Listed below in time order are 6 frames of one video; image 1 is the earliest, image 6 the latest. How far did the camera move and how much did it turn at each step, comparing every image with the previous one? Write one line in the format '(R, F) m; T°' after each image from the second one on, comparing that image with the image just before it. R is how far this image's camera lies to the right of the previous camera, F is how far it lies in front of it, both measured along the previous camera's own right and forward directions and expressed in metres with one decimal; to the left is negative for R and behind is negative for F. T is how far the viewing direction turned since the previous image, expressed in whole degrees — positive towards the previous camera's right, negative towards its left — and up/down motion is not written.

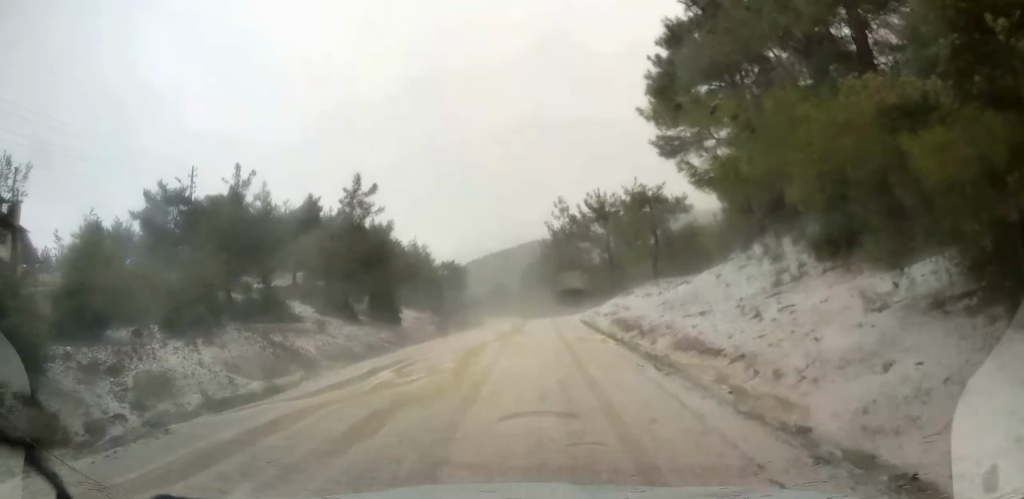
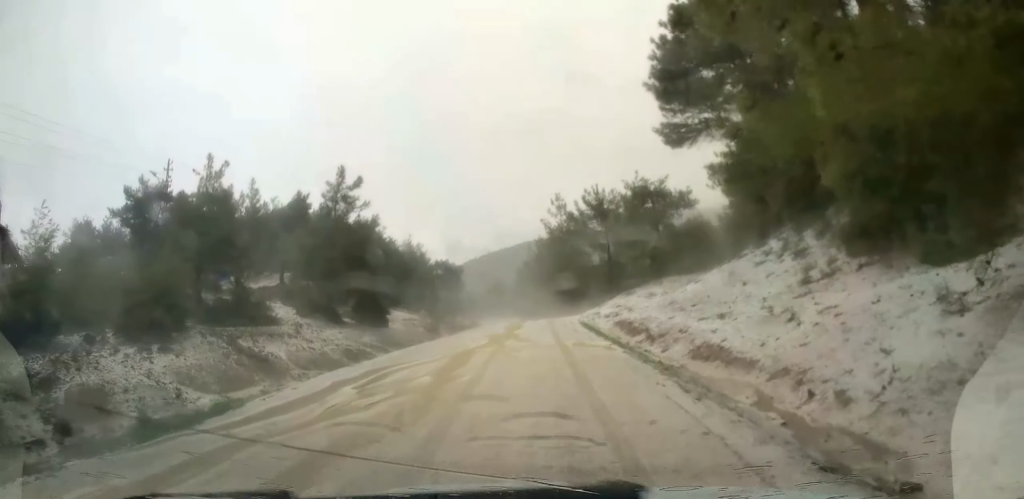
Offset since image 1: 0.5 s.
(-0.1, +2.5) m; 0°
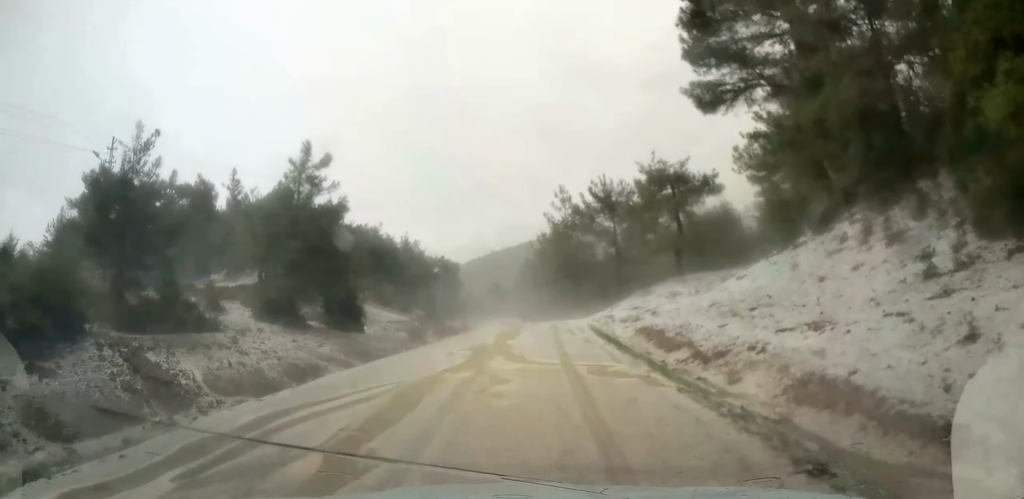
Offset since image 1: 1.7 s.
(+0.2, +5.9) m; 0°
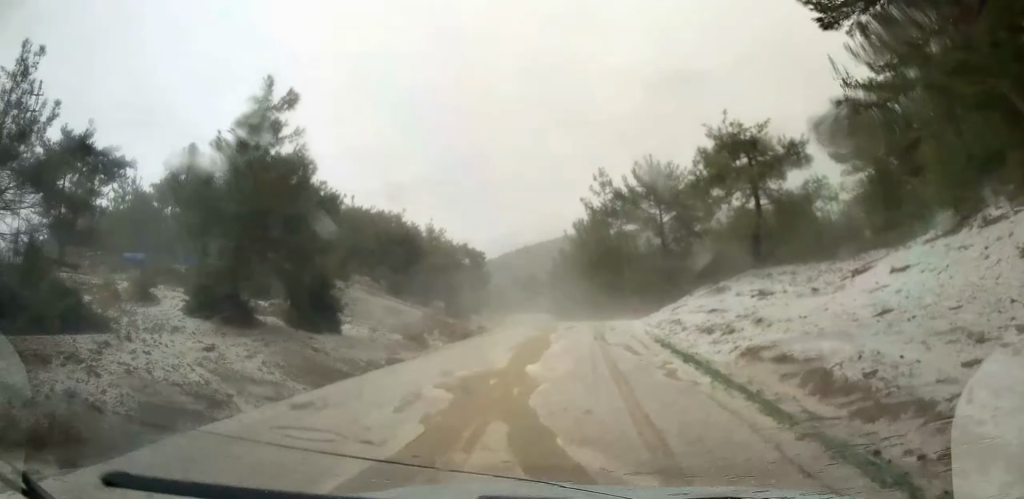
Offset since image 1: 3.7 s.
(-0.3, +8.2) m; -3°
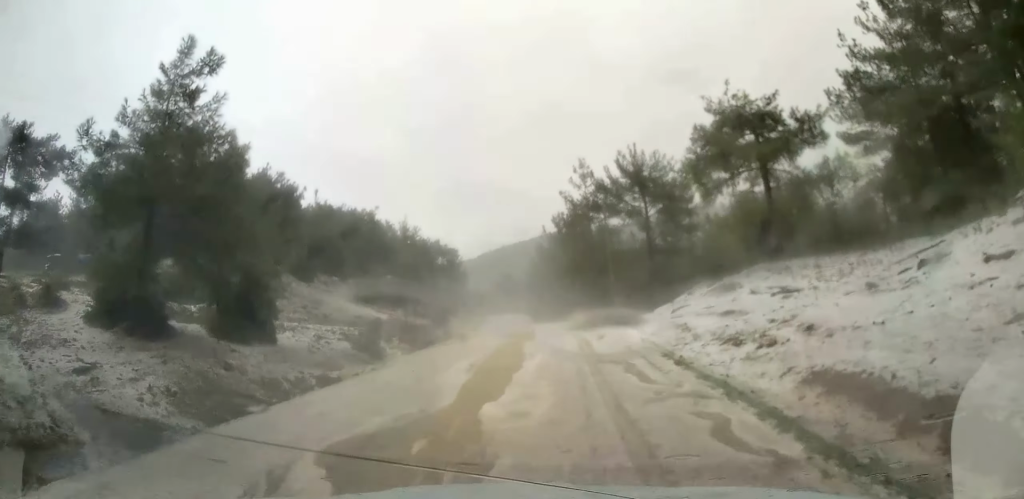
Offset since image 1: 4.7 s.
(0.0, +4.2) m; -1°
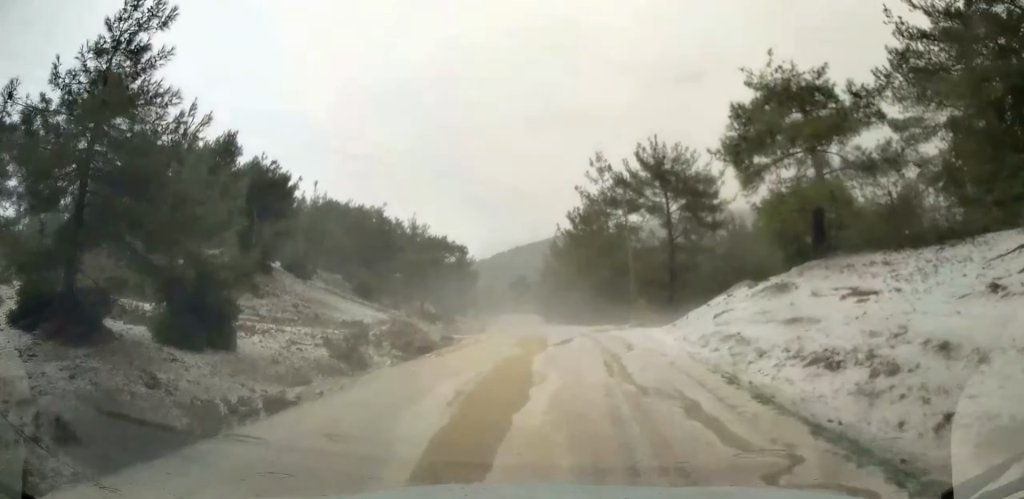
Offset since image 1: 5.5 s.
(0.0, +3.5) m; +1°
